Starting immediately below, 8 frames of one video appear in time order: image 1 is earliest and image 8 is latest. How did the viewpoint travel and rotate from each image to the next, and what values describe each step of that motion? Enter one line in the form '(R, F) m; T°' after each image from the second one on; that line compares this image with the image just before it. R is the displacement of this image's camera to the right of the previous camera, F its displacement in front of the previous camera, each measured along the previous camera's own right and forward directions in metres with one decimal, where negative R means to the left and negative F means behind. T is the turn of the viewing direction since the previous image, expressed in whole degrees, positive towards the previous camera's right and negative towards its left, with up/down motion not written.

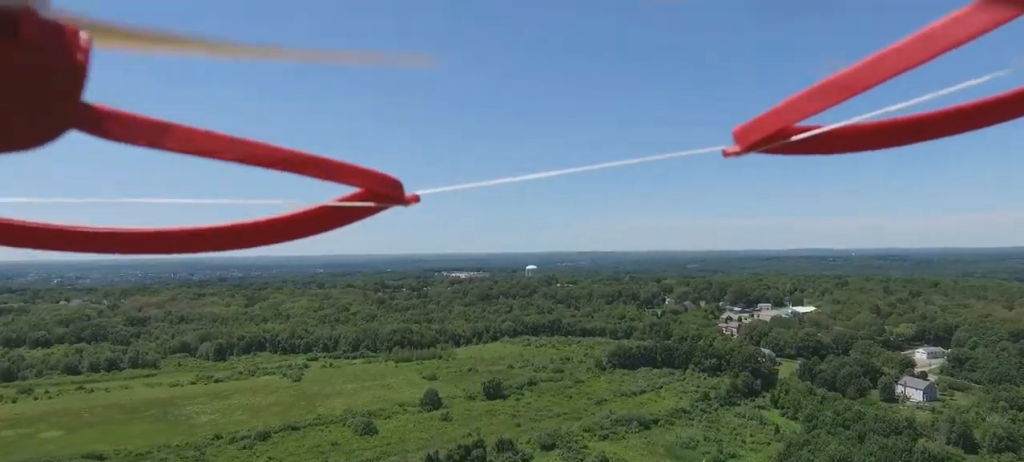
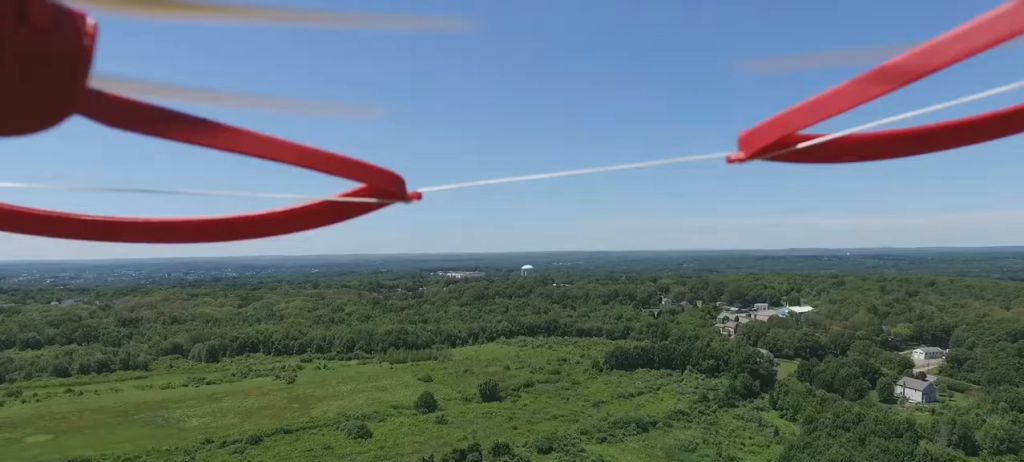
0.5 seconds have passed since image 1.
(0.0, +3.8) m; 0°
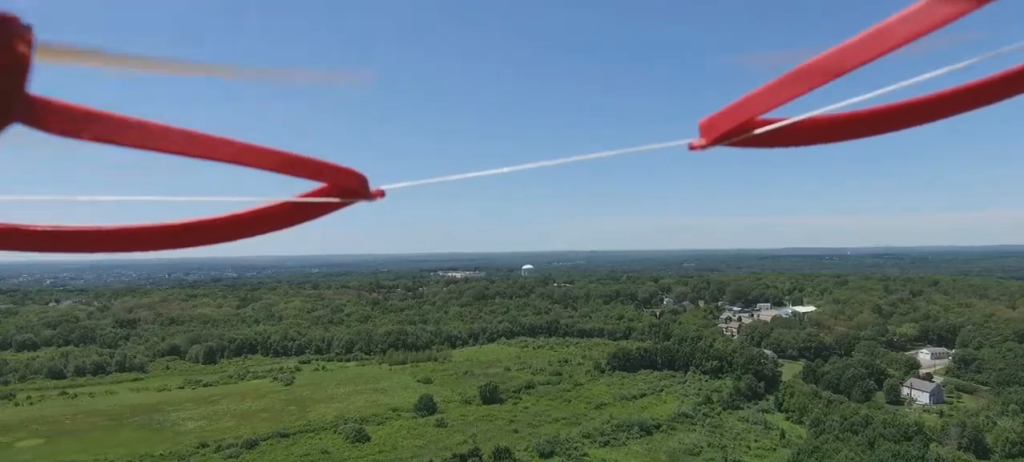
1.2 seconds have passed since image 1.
(0.0, +5.1) m; -1°
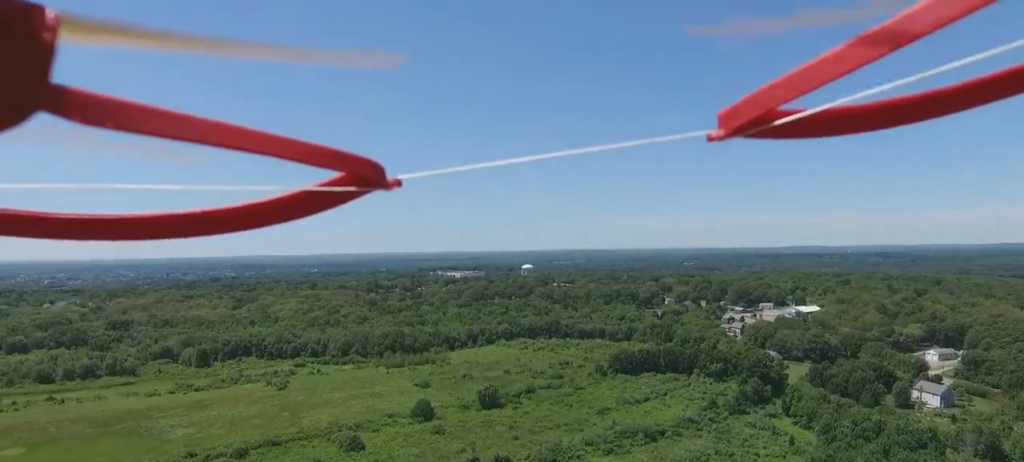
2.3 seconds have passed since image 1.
(-0.1, +8.2) m; -2°
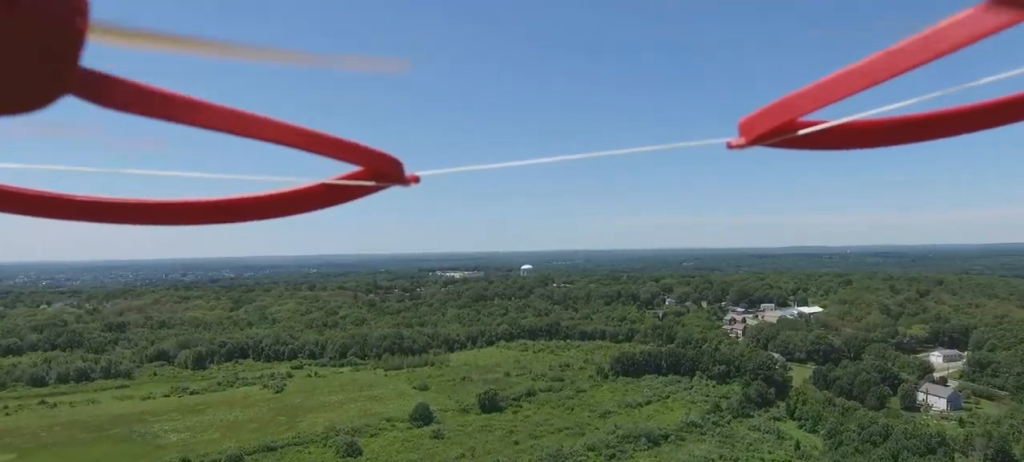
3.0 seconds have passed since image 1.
(0.0, +4.7) m; 0°
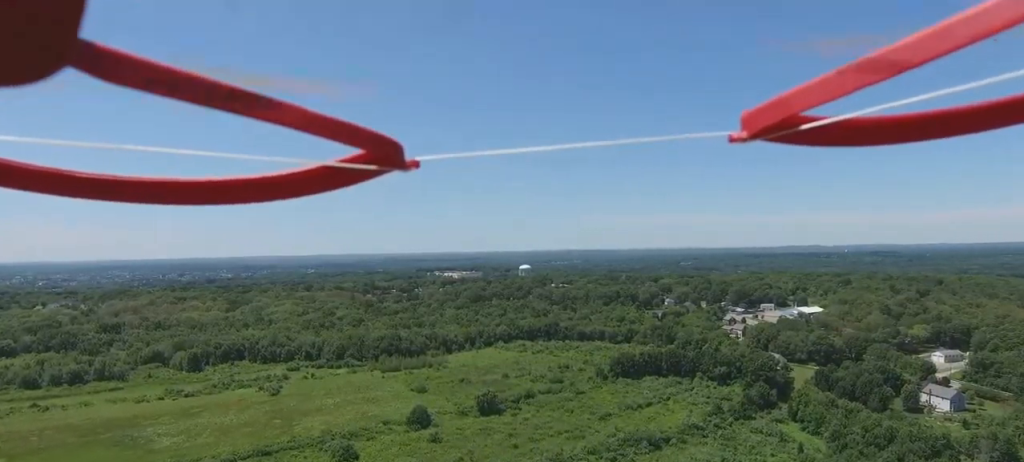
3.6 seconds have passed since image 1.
(0.0, +4.2) m; 0°
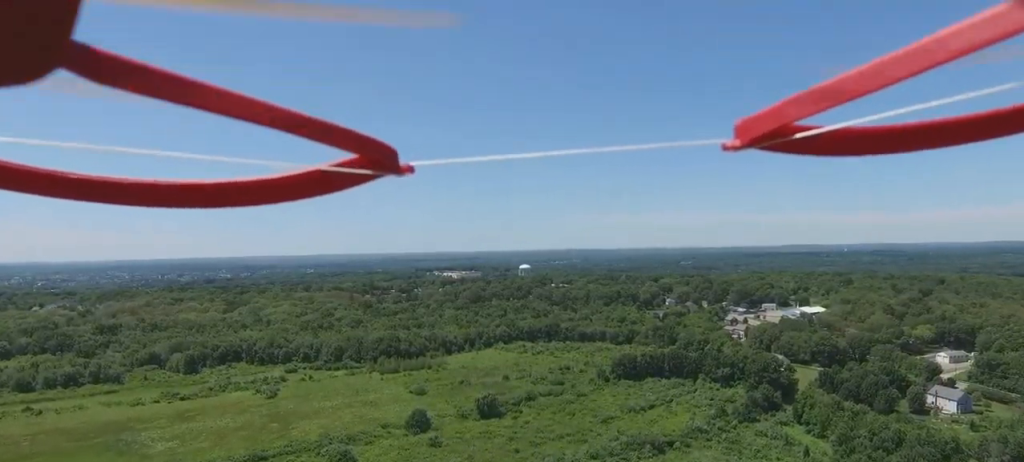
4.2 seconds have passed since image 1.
(+0.1, +4.4) m; 0°
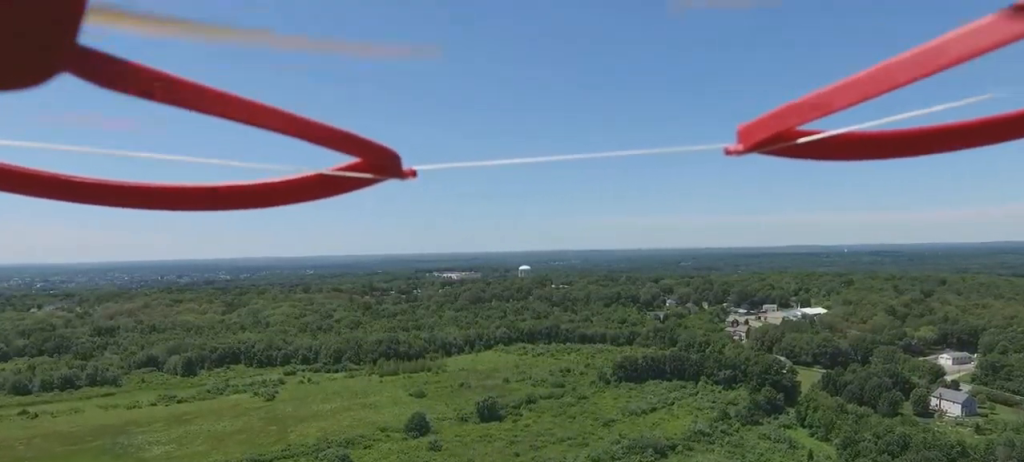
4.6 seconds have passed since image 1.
(0.0, +2.7) m; 0°
